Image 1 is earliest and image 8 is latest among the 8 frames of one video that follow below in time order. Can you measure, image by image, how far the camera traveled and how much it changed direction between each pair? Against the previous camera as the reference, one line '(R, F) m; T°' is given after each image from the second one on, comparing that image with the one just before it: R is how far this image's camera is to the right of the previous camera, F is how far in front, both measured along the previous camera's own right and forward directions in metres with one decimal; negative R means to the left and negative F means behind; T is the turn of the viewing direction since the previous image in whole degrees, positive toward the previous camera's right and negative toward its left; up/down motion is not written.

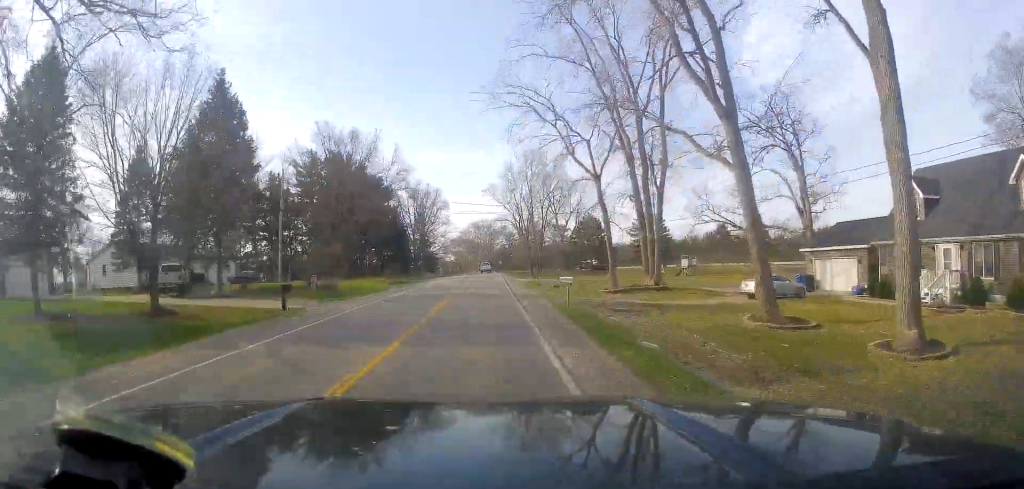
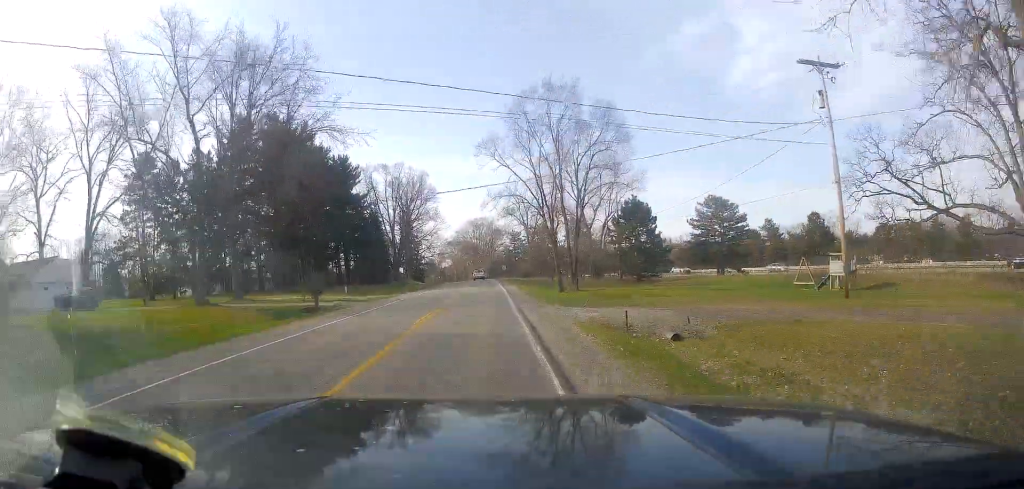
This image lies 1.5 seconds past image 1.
(-0.6, +32.6) m; 0°
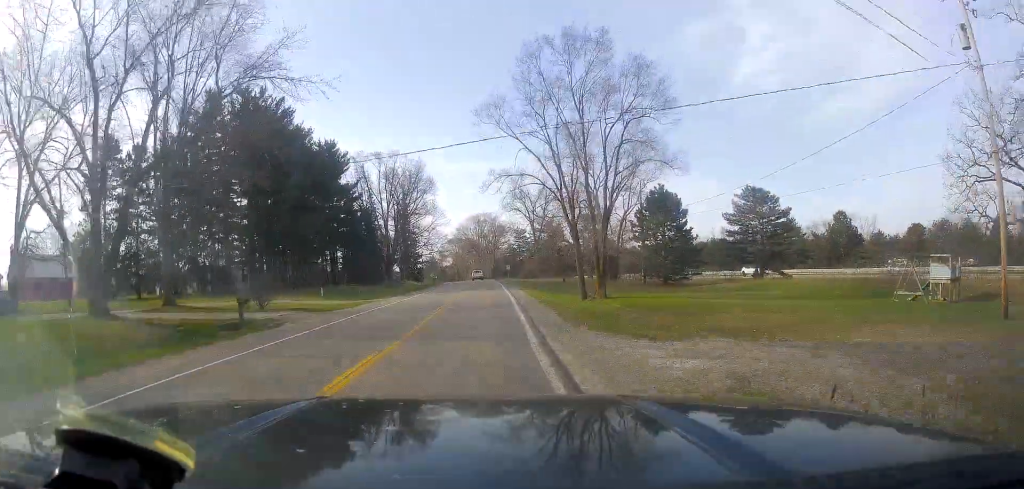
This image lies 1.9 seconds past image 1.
(+0.3, +10.3) m; 0°
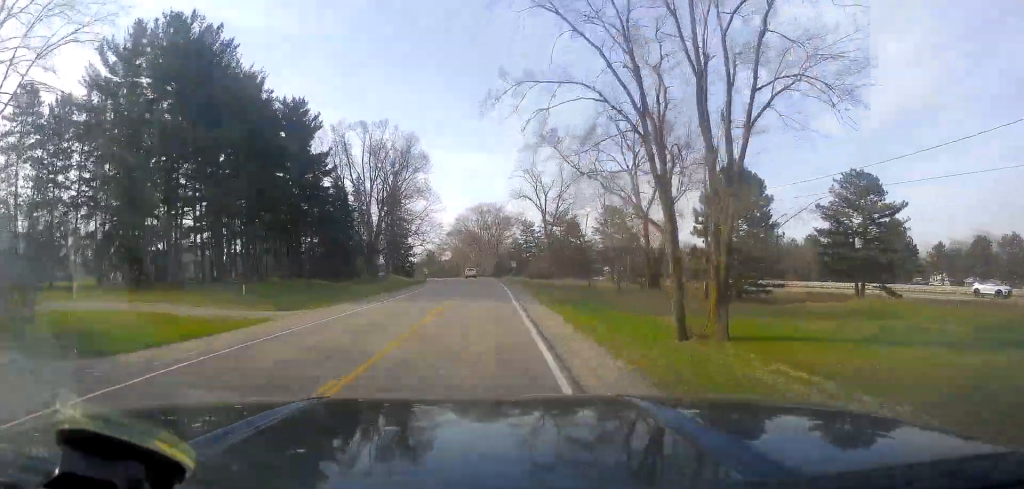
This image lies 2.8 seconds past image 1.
(0.0, +18.5) m; 0°
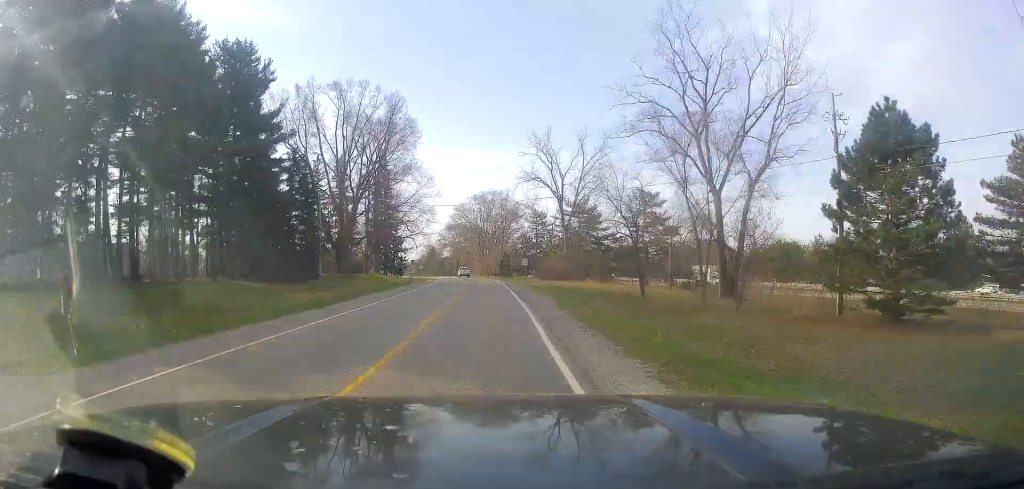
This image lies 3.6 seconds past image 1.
(-0.3, +18.5) m; -1°
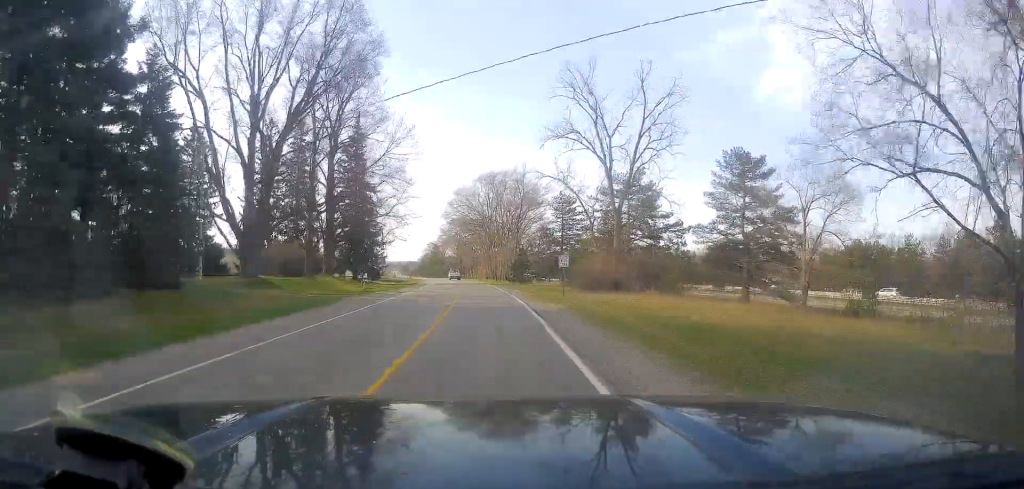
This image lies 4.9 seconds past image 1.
(0.0, +29.1) m; -1°
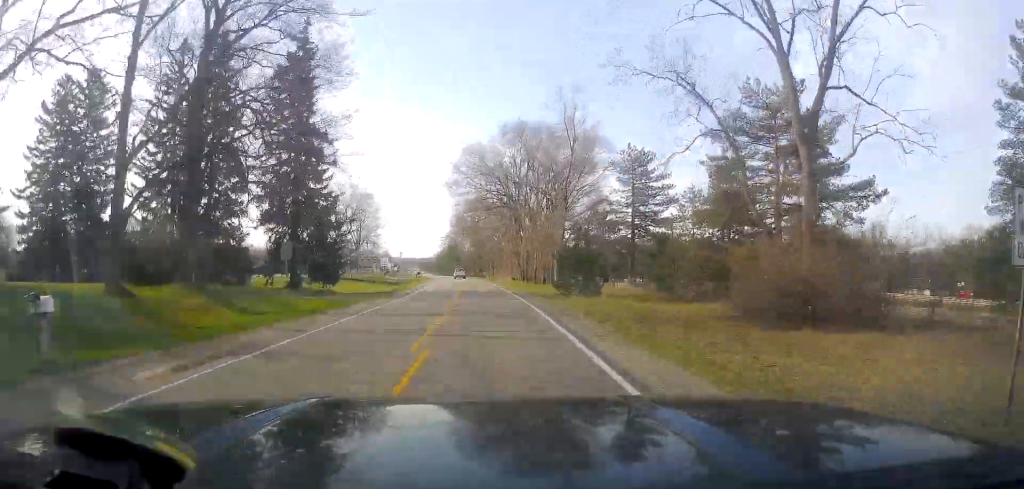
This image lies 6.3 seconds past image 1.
(-0.8, +31.2) m; -2°
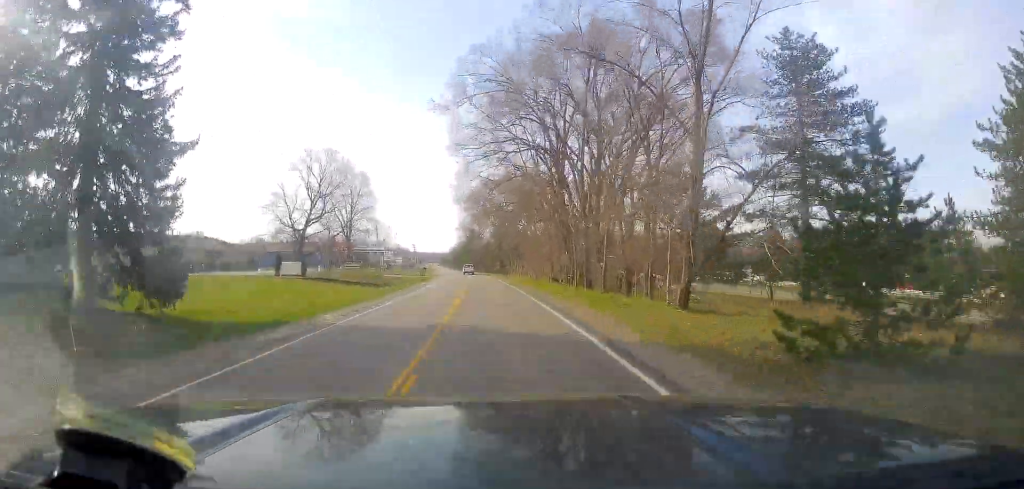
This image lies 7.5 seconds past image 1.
(-0.1, +27.3) m; -1°
